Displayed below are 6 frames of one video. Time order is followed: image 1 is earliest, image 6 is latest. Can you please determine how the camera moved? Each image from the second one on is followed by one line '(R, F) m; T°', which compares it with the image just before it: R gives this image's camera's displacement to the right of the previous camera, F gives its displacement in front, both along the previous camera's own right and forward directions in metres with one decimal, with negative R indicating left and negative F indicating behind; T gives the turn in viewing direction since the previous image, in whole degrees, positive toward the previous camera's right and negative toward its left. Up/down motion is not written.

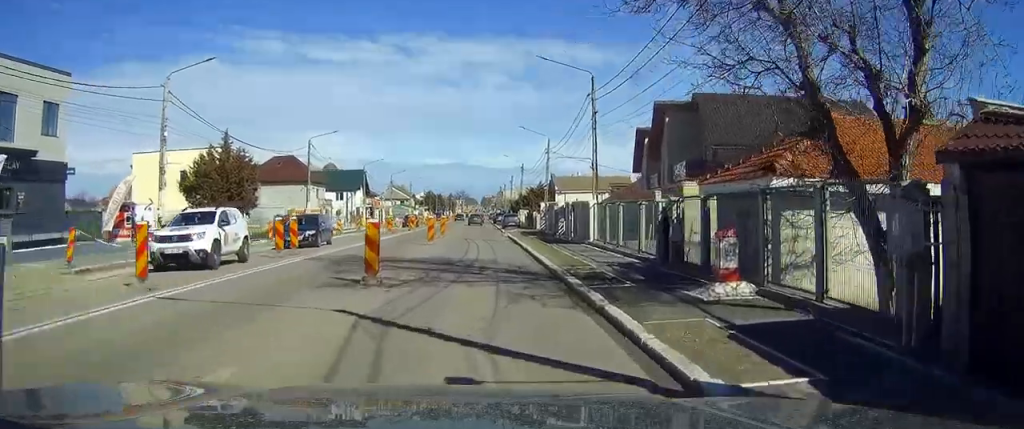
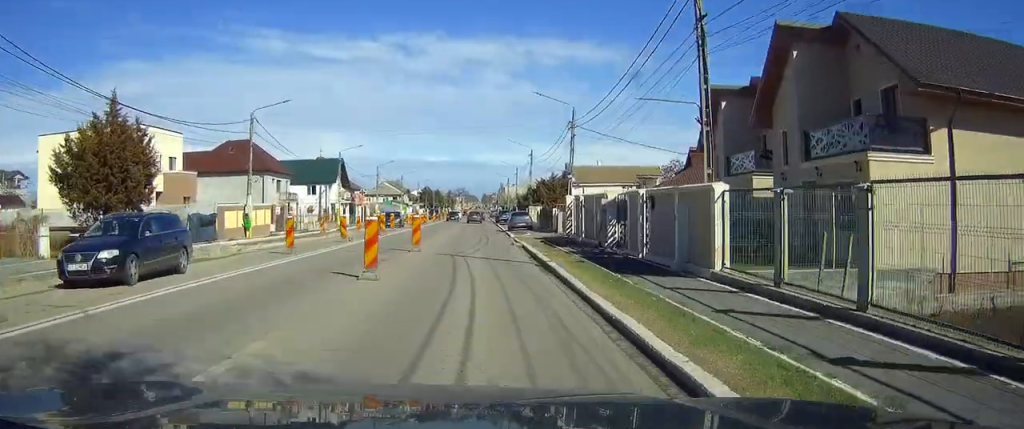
(0.0, +16.6) m; 0°
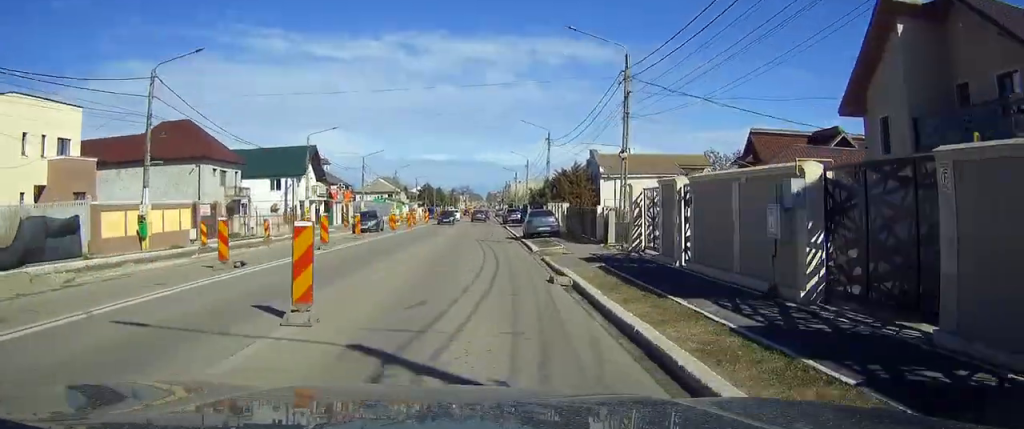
(0.0, +16.1) m; 0°
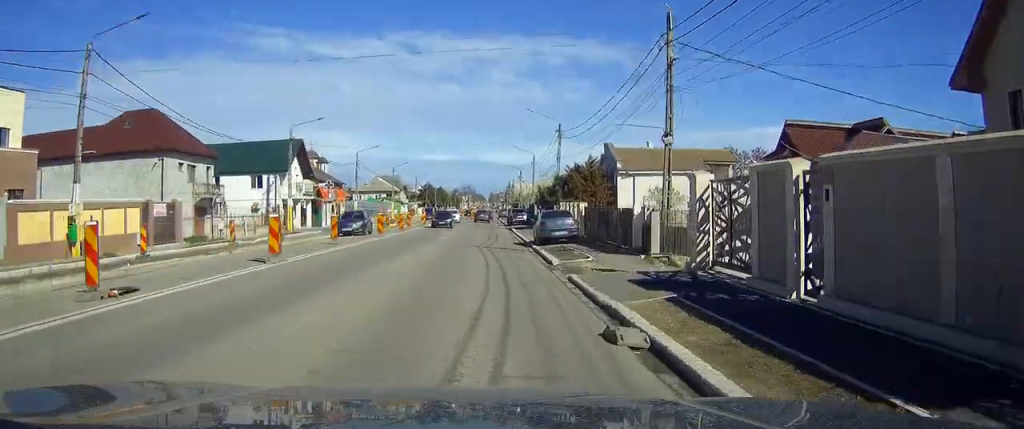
(0.0, +6.6) m; 0°
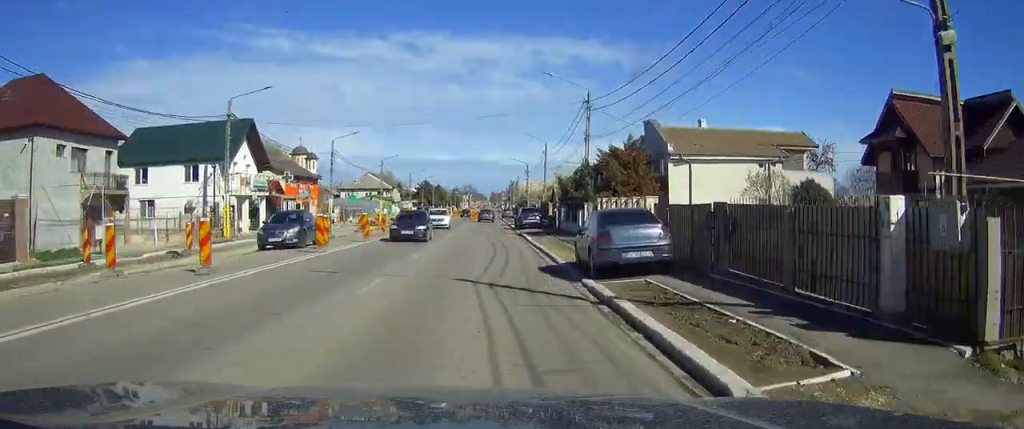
(-0.1, +14.6) m; 0°
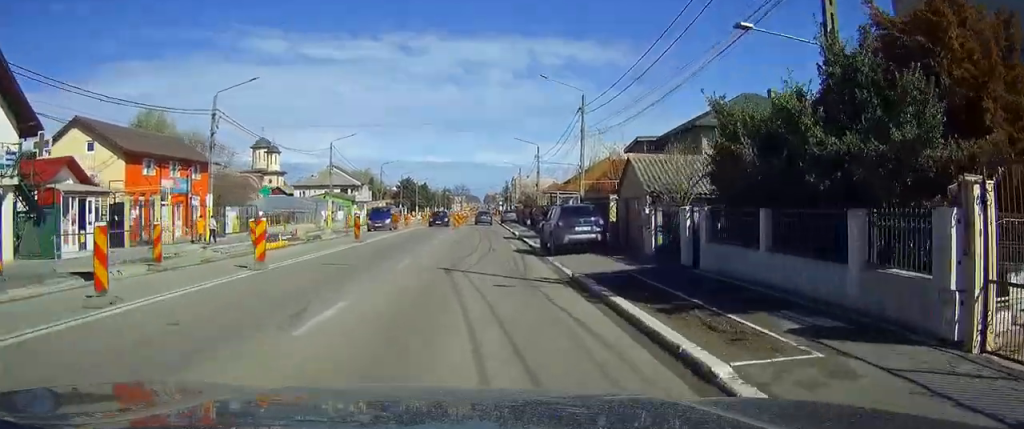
(+0.2, +30.2) m; +1°
